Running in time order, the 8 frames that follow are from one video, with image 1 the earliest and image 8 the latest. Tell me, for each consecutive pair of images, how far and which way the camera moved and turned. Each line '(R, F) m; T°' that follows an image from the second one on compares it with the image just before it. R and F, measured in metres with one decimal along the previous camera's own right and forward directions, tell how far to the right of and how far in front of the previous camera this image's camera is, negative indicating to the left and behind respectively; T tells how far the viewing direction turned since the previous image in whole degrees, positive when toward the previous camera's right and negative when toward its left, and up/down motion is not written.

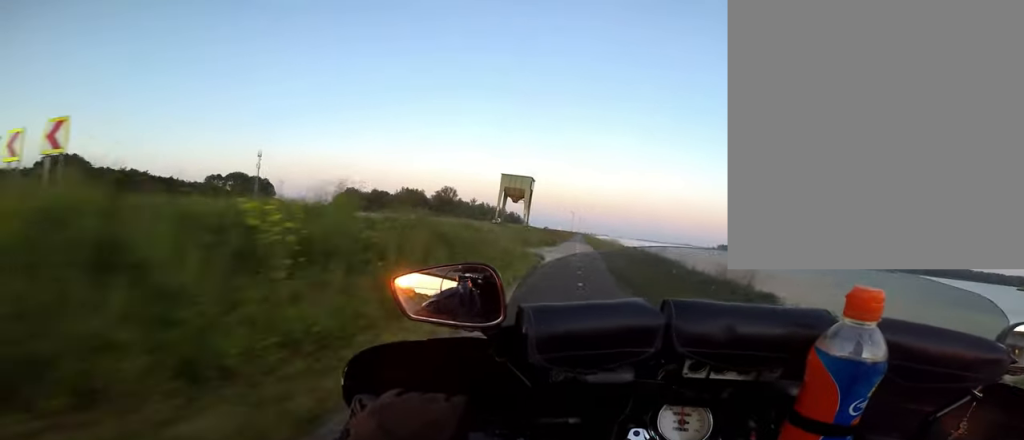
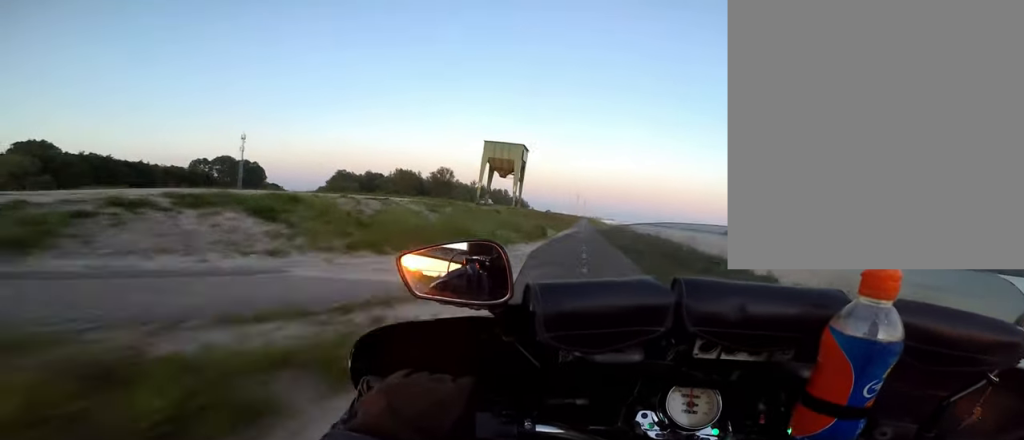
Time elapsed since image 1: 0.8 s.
(+0.8, +13.1) m; +2°
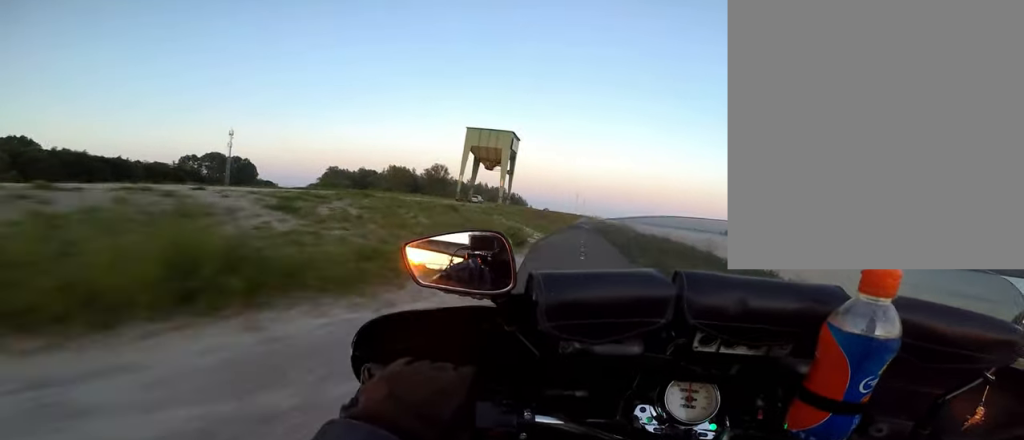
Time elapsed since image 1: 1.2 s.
(+0.1, +6.6) m; 0°
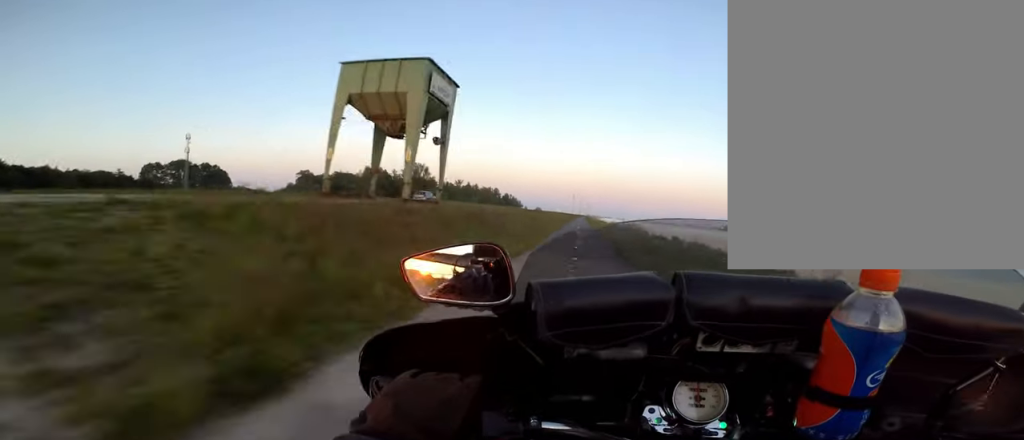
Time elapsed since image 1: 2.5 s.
(-0.5, +19.2) m; -2°
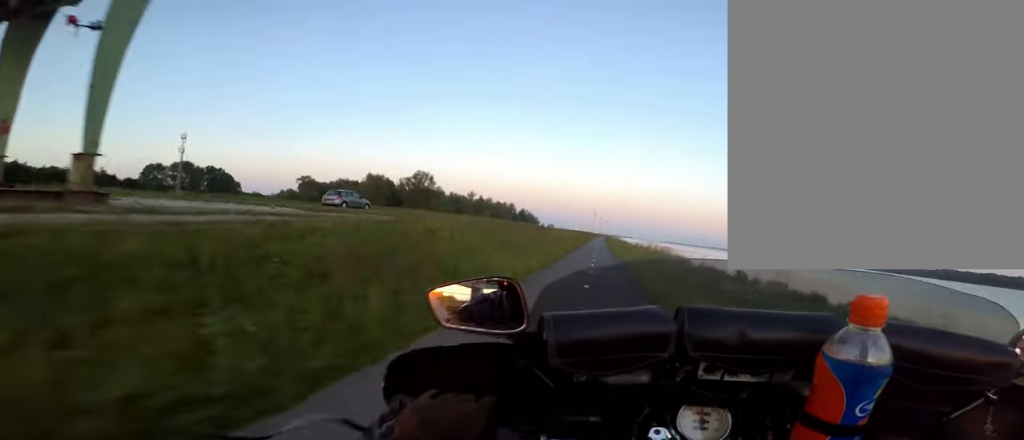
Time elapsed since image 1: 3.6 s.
(0.0, +17.2) m; +1°
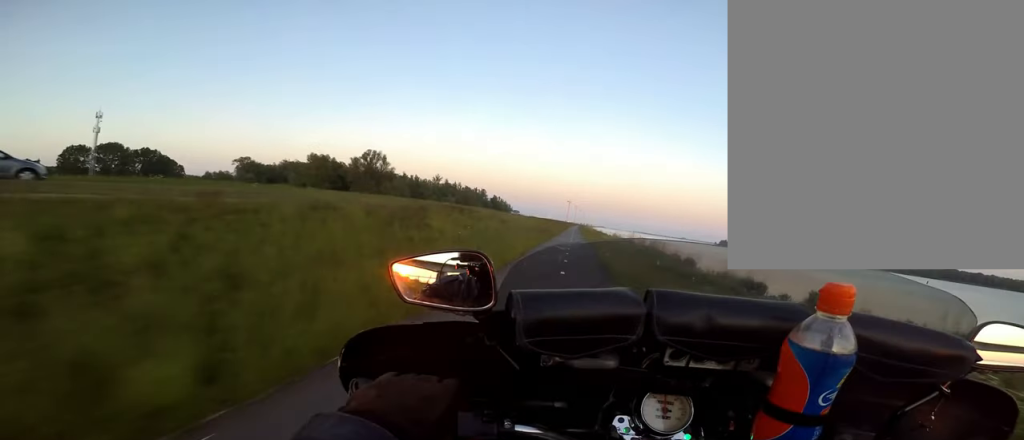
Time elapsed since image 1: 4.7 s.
(+0.4, +16.8) m; 0°
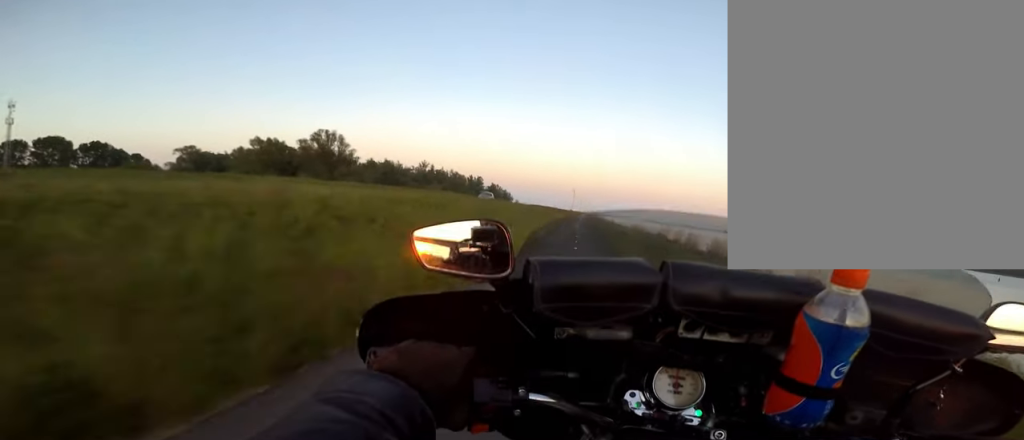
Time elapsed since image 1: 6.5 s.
(-0.1, +26.5) m; +1°
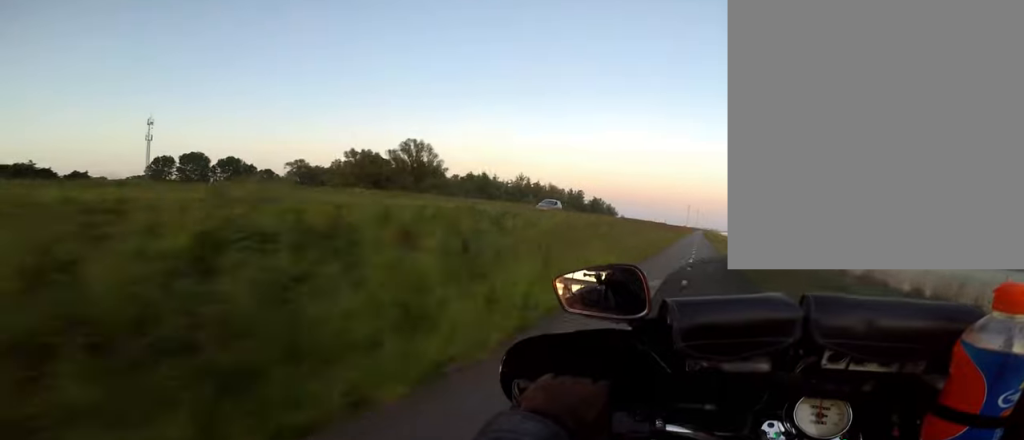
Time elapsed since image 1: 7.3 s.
(+0.6, +12.7) m; -1°
